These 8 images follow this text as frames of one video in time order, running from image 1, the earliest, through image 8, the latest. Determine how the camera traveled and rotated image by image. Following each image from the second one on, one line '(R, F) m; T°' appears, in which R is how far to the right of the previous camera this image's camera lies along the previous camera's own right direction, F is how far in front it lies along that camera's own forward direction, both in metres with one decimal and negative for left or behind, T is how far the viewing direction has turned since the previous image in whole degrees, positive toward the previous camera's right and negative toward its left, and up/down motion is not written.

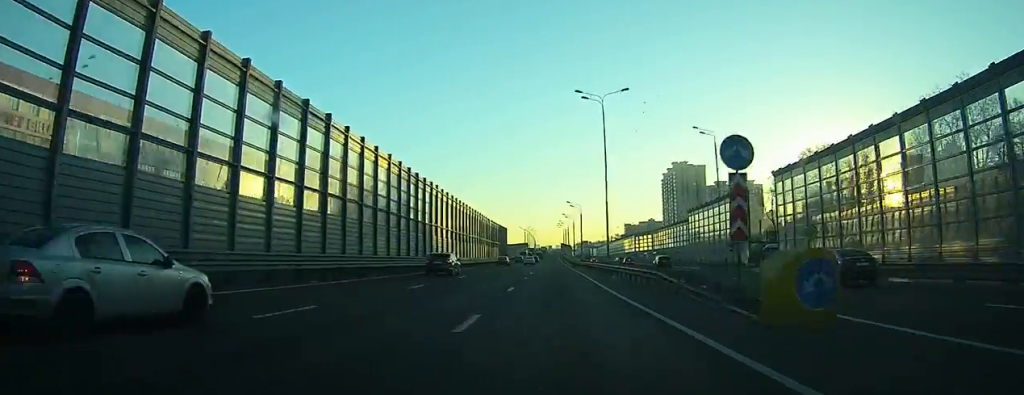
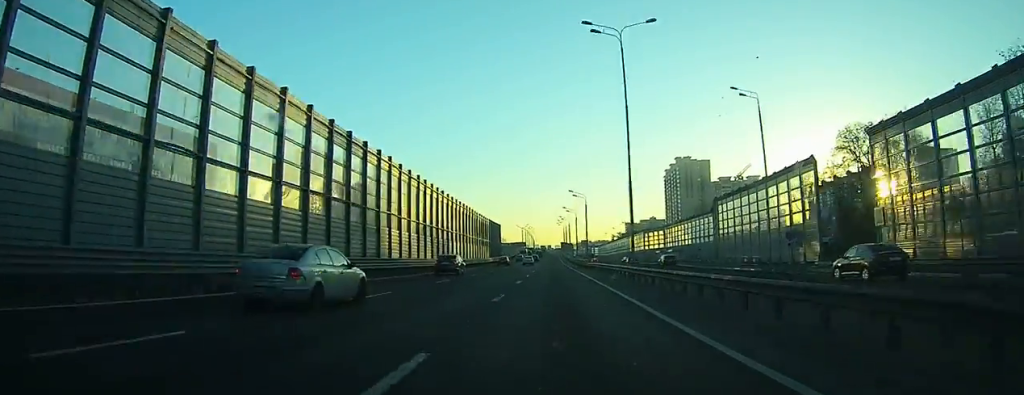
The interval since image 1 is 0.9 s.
(+0.1, +16.0) m; 0°
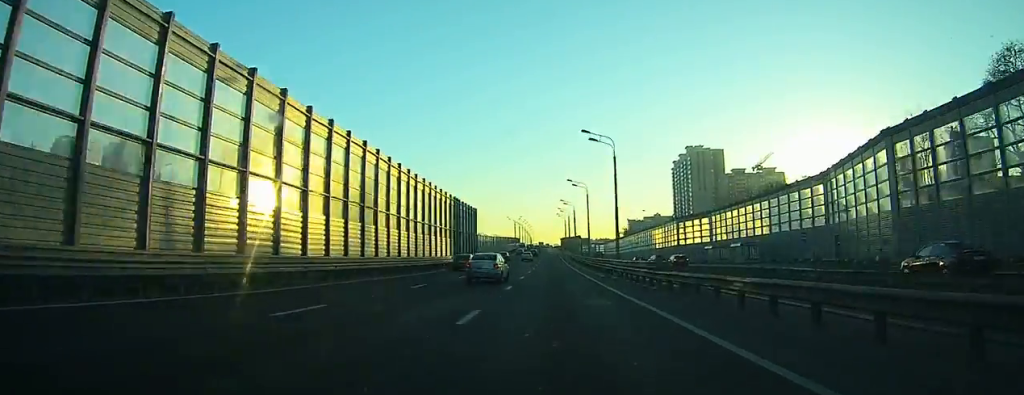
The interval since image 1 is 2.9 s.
(+0.2, +37.9) m; 0°
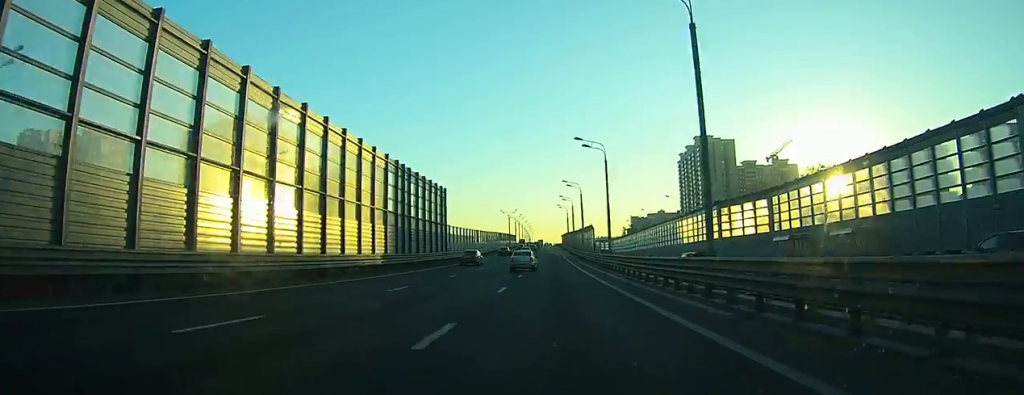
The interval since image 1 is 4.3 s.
(0.0, +24.9) m; 0°
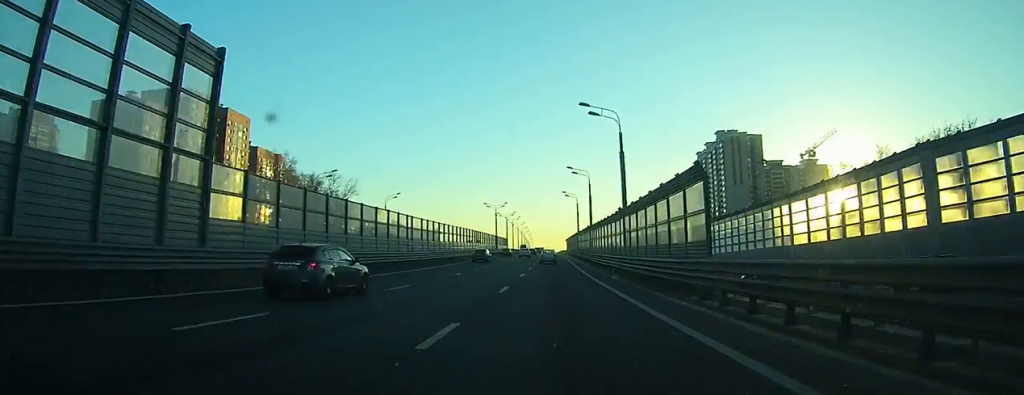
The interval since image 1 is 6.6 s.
(-0.4, +48.4) m; -1°
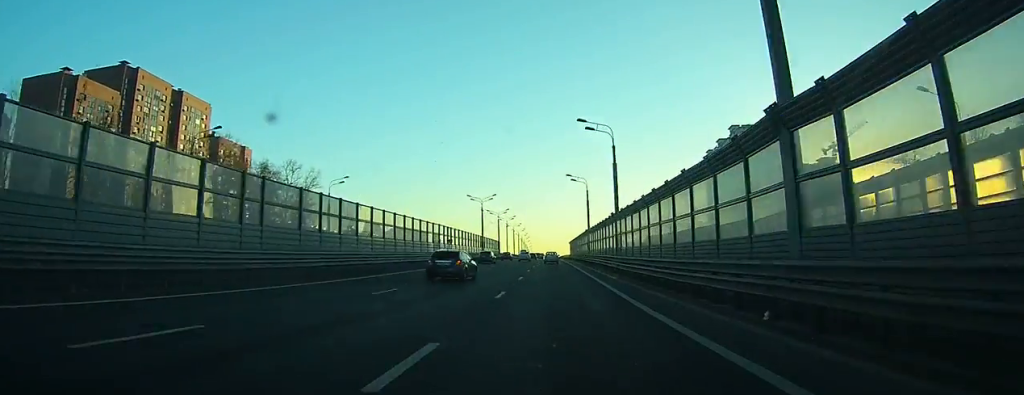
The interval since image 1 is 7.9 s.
(-0.3, +29.4) m; 0°
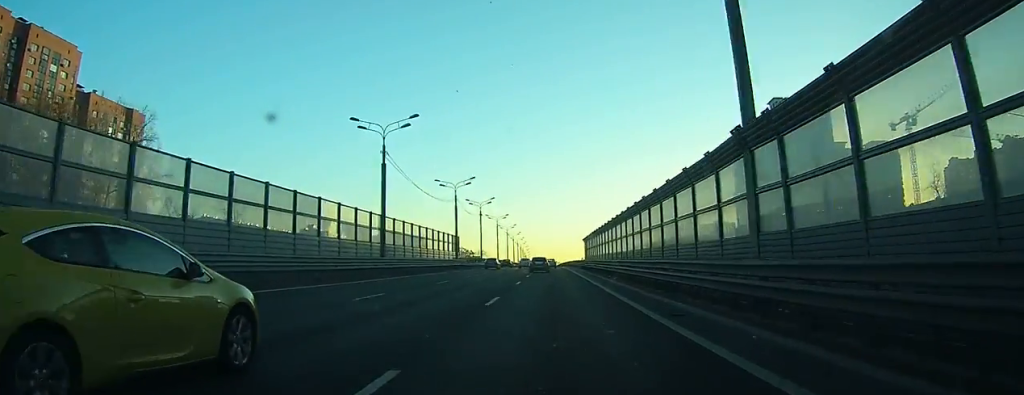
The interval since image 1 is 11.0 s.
(+0.6, +64.0) m; 0°
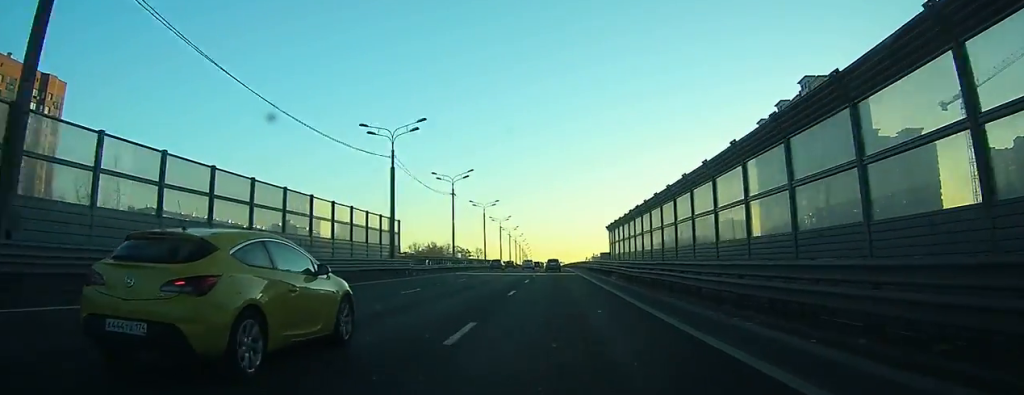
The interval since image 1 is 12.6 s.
(-0.1, +31.6) m; 0°
